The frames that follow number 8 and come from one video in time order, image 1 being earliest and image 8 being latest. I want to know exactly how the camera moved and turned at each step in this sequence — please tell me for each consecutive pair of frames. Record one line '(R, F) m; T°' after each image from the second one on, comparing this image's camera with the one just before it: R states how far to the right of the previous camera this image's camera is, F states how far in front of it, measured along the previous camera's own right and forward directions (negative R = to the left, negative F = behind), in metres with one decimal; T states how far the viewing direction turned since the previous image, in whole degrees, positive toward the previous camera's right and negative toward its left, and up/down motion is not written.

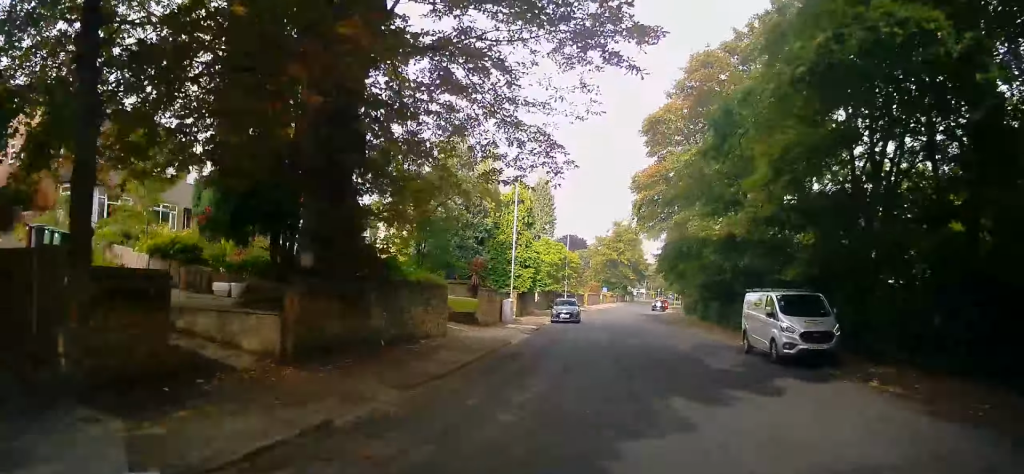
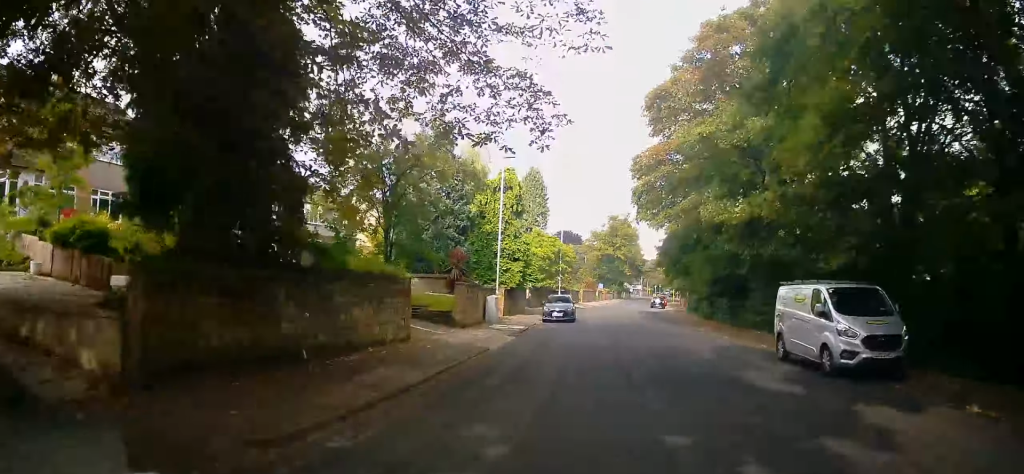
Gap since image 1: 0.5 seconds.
(-0.2, +3.9) m; 0°
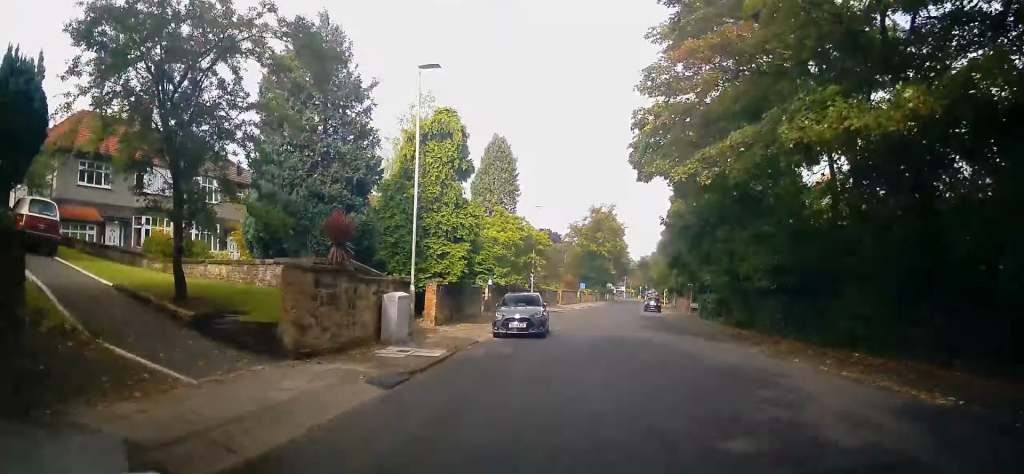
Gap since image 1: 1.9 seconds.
(+0.5, +12.4) m; +3°
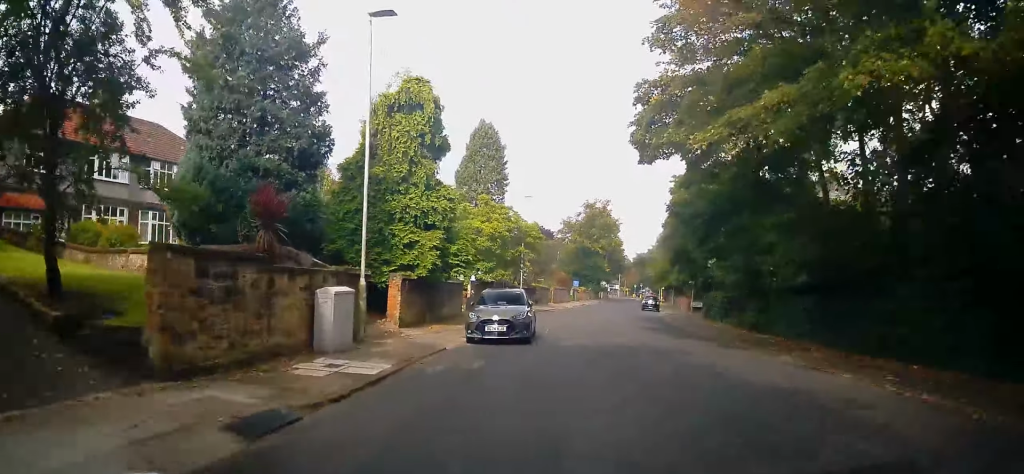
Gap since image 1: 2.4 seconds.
(+0.1, +3.7) m; 0°
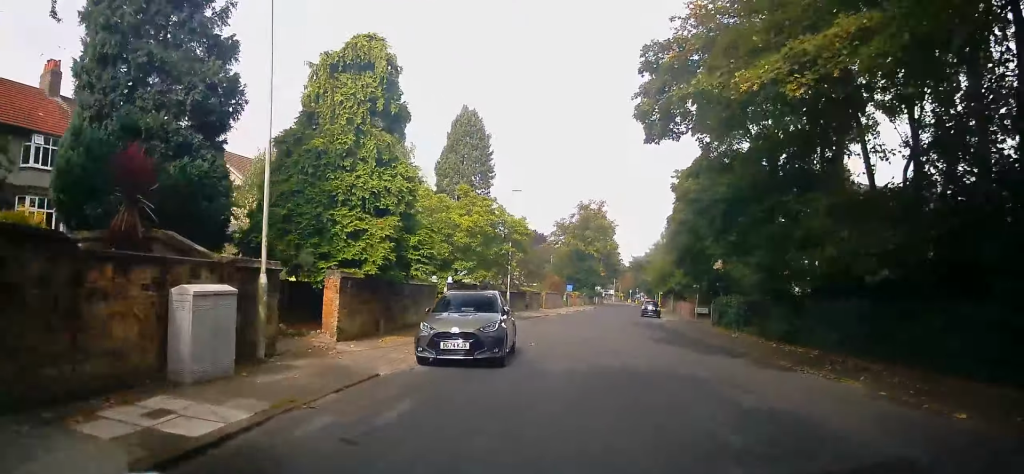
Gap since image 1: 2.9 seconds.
(0.0, +4.5) m; +1°
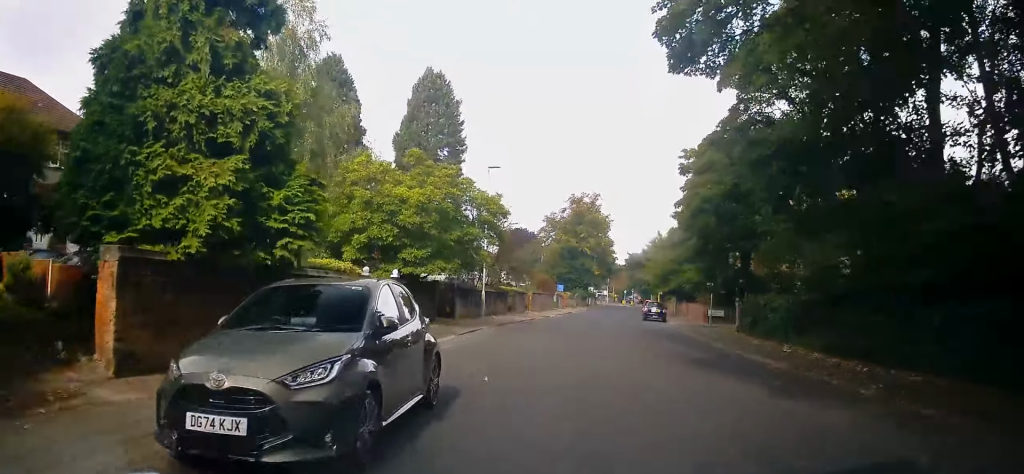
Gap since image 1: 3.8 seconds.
(0.0, +7.5) m; +1°
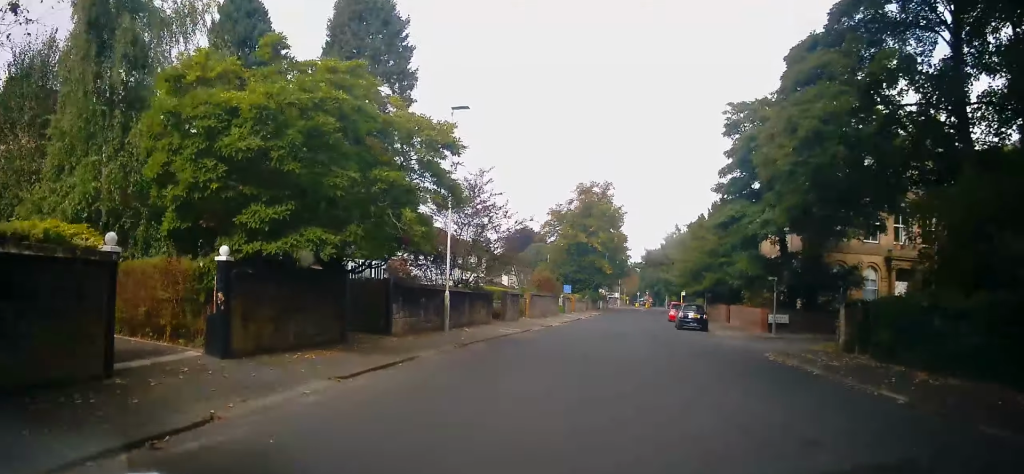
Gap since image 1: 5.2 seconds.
(+0.3, +11.1) m; +1°
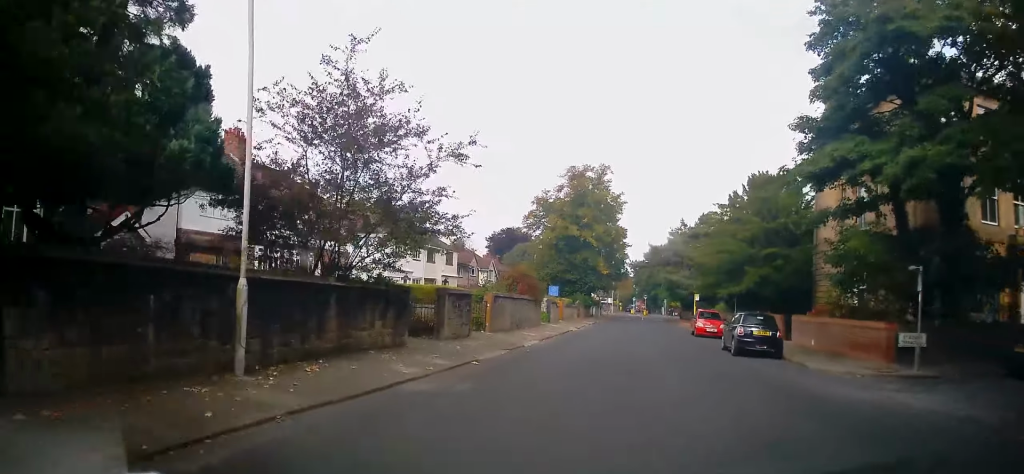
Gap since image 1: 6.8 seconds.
(-0.2, +13.5) m; 0°
